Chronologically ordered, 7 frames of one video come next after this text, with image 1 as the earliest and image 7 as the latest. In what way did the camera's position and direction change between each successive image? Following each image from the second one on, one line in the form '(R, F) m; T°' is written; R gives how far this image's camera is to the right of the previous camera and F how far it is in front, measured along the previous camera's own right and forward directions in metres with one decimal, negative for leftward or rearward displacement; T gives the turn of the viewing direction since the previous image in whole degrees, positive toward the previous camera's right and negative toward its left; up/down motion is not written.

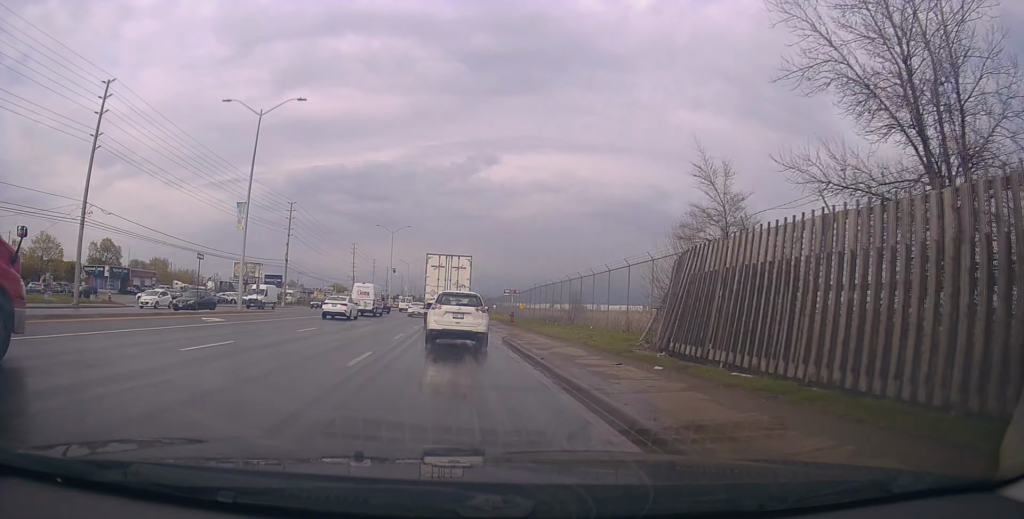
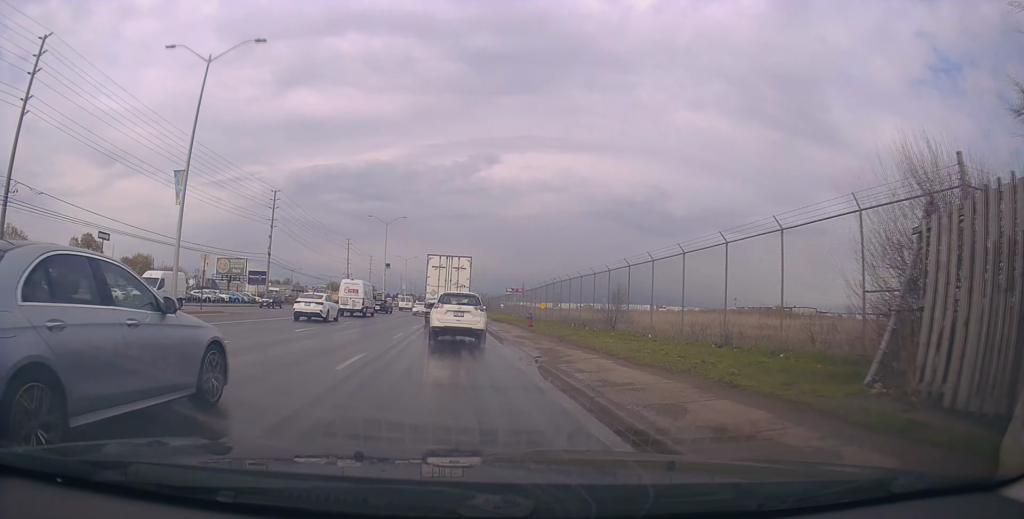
(-0.1, +9.2) m; 0°
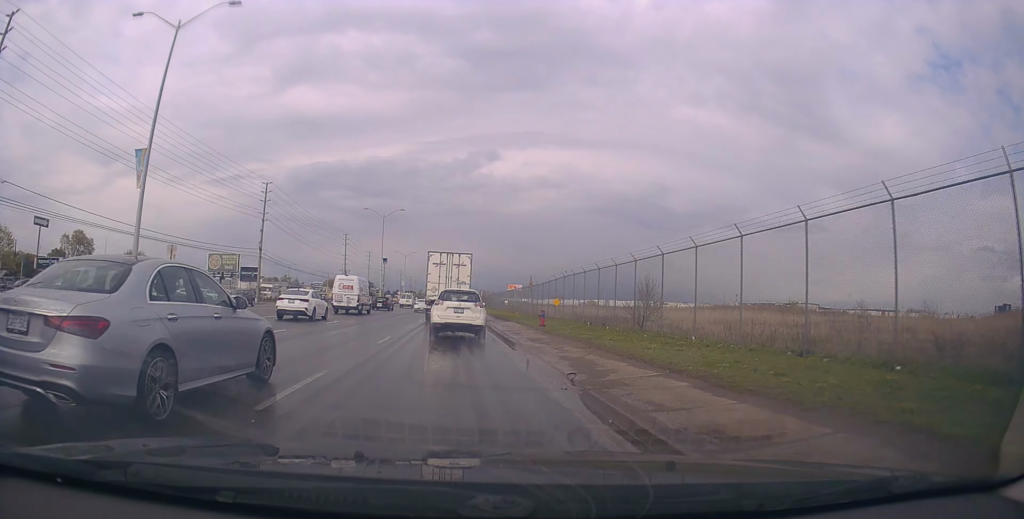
(+0.2, +3.9) m; +1°
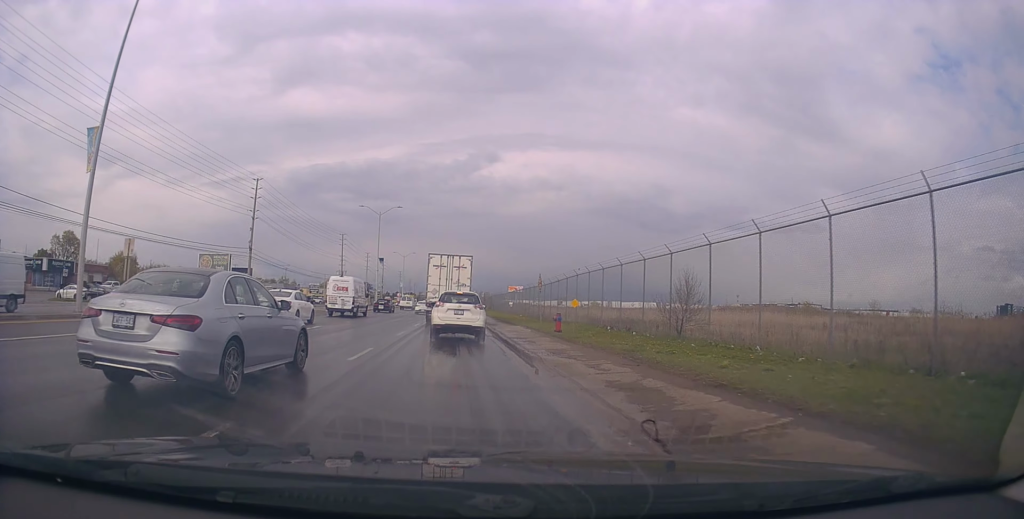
(-0.1, +4.3) m; -1°
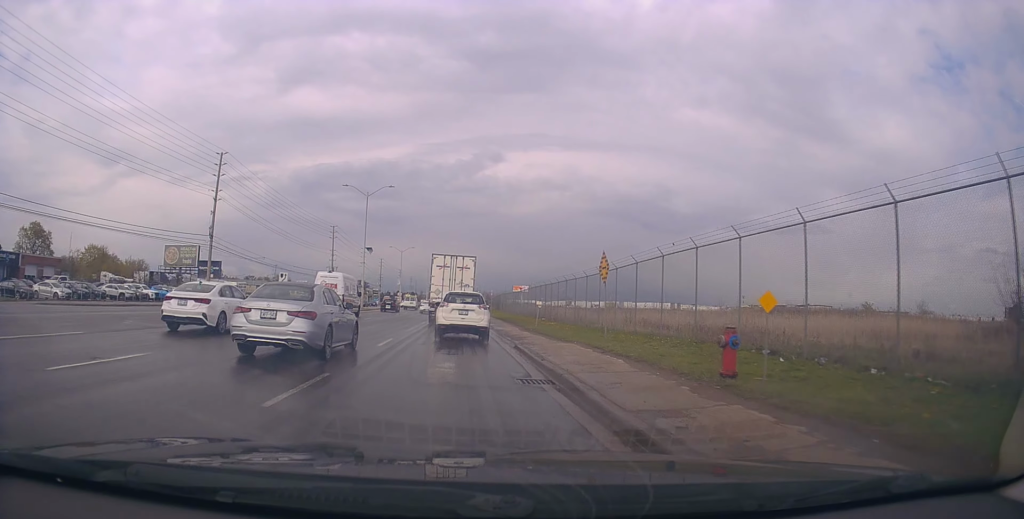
(-0.3, +13.7) m; -3°
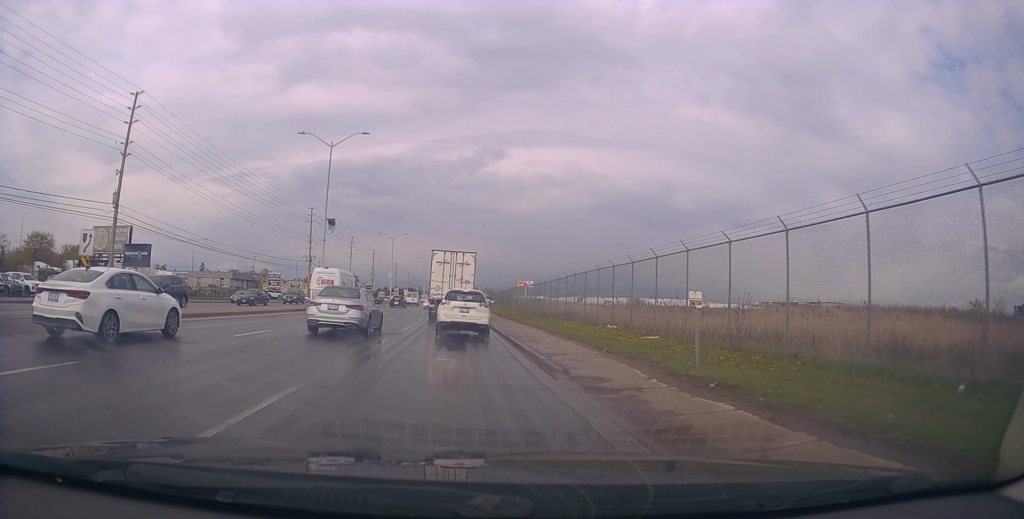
(-0.2, +20.5) m; +1°
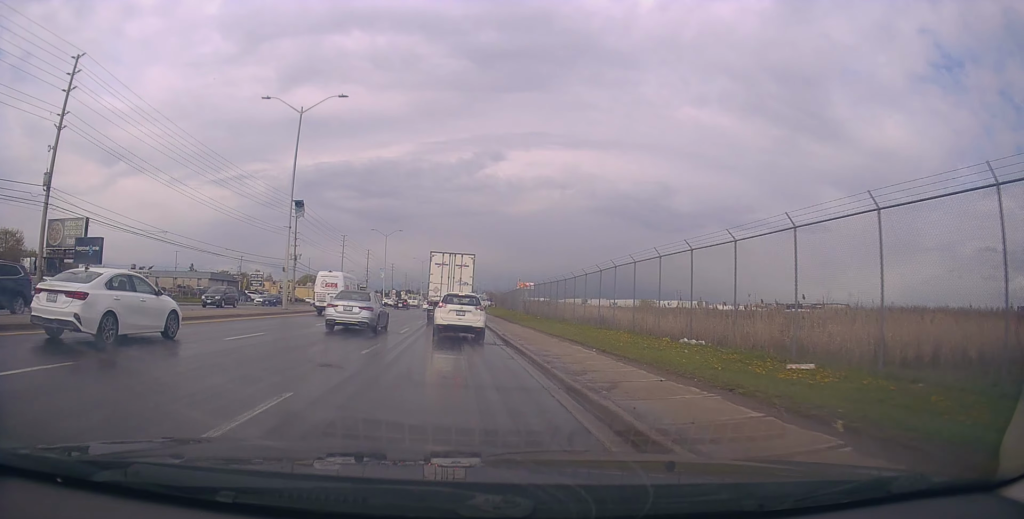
(+0.1, +9.6) m; +1°
